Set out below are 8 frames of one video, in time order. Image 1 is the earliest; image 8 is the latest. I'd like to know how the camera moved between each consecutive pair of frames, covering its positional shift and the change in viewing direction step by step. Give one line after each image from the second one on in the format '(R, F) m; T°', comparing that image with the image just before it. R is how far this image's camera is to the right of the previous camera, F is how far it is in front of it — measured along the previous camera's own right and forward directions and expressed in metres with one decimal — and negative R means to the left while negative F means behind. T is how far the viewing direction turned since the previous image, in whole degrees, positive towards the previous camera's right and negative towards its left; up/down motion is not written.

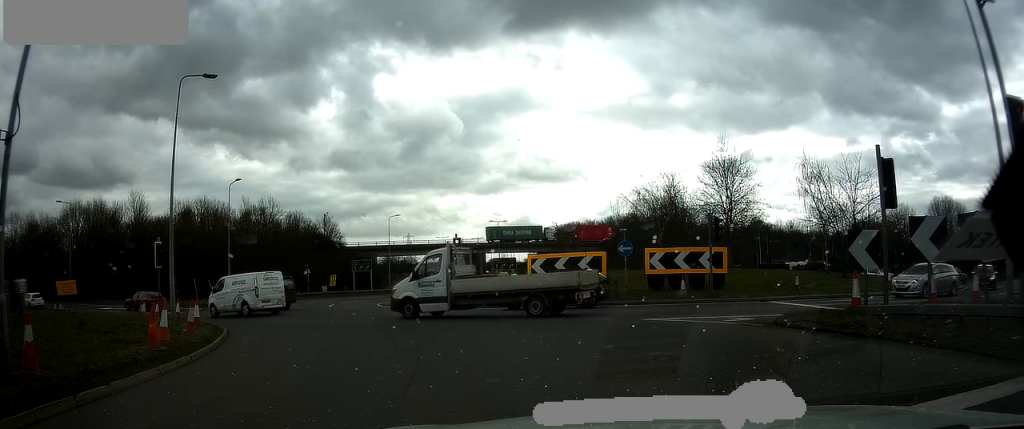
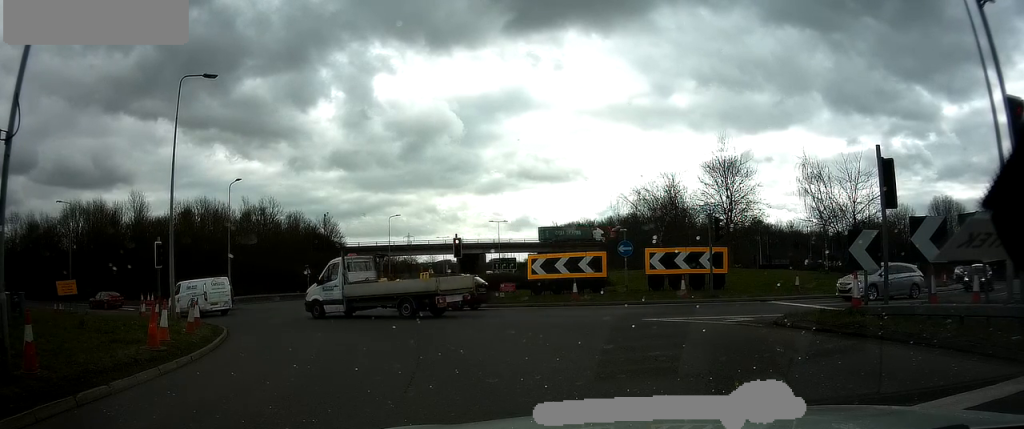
(0.0, 0.0) m; 0°
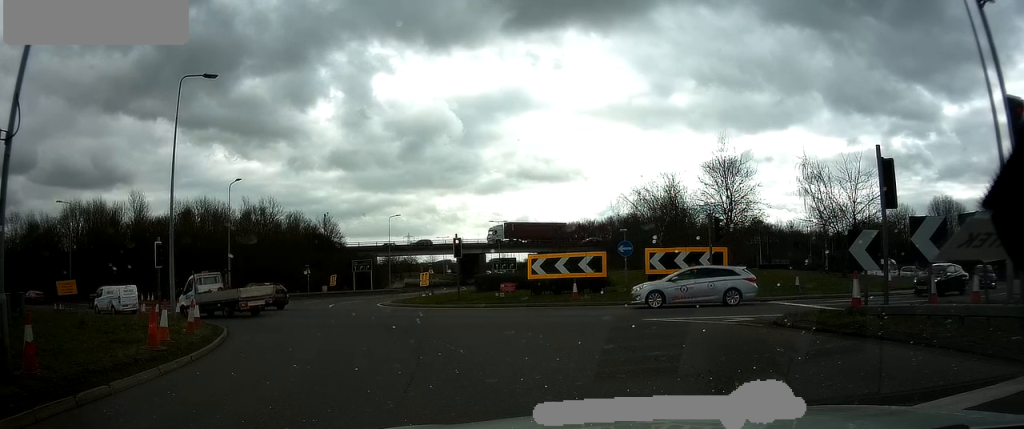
(0.0, 0.0) m; 0°
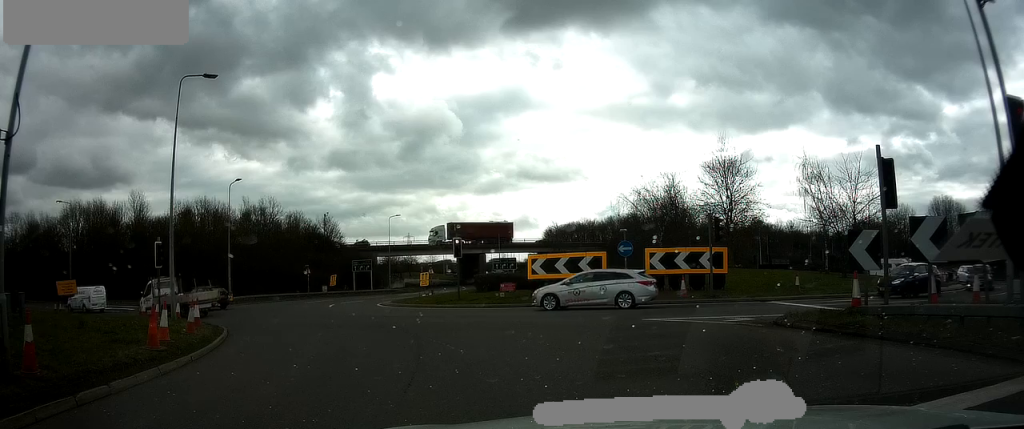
(0.0, 0.0) m; 0°
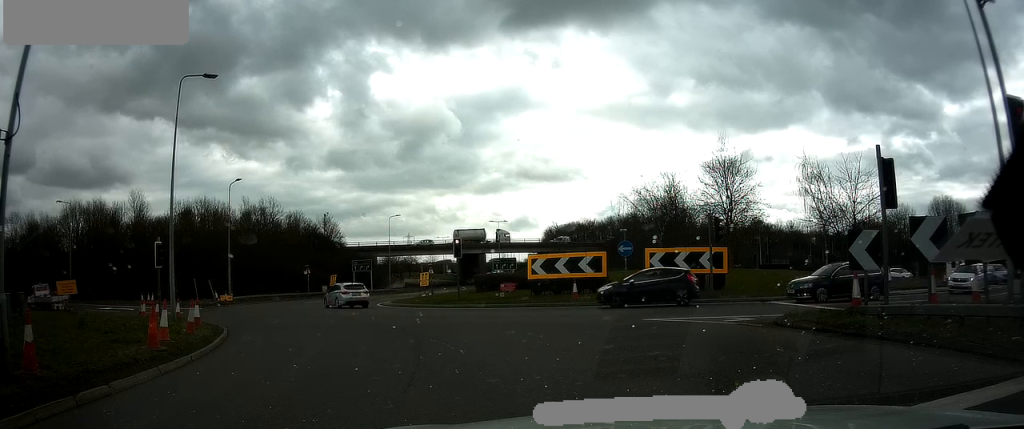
(0.0, 0.0) m; 0°
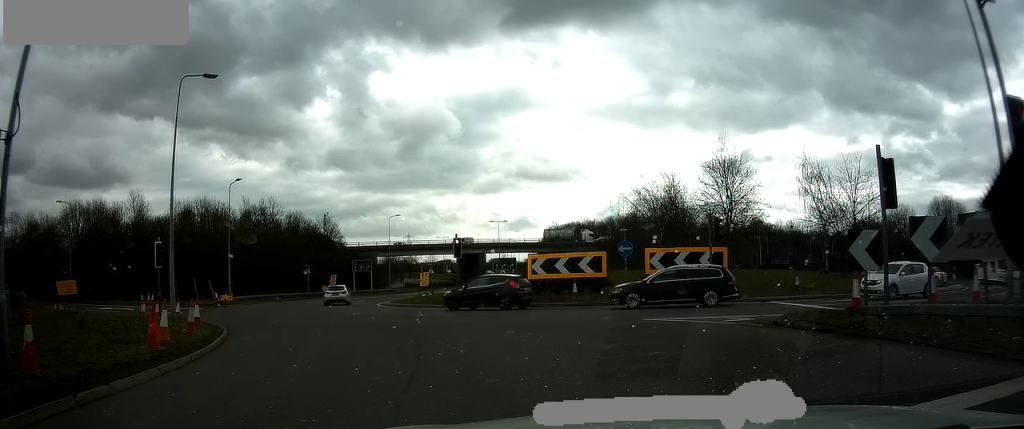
(0.0, 0.0) m; 0°
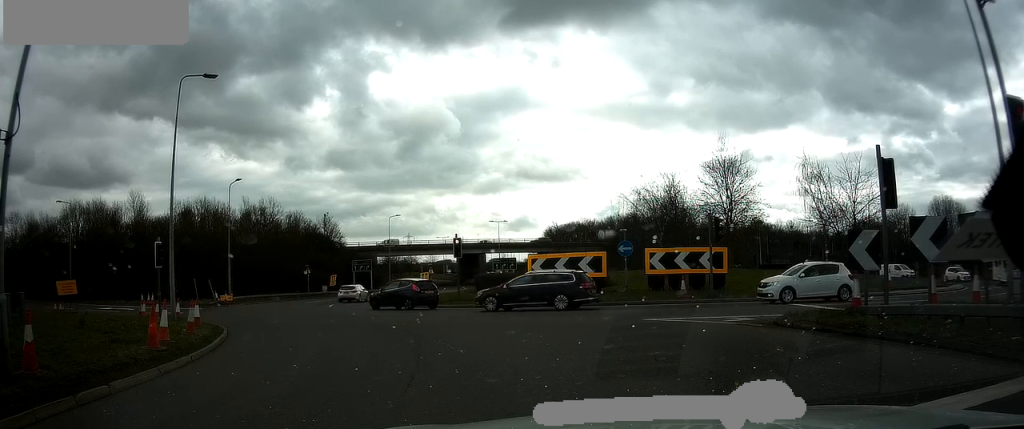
(0.0, 0.0) m; 0°
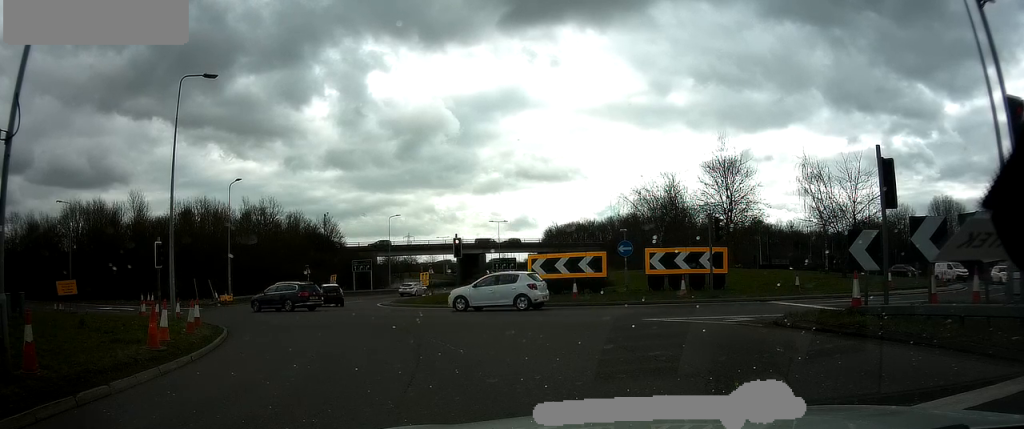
(0.0, 0.0) m; 0°
